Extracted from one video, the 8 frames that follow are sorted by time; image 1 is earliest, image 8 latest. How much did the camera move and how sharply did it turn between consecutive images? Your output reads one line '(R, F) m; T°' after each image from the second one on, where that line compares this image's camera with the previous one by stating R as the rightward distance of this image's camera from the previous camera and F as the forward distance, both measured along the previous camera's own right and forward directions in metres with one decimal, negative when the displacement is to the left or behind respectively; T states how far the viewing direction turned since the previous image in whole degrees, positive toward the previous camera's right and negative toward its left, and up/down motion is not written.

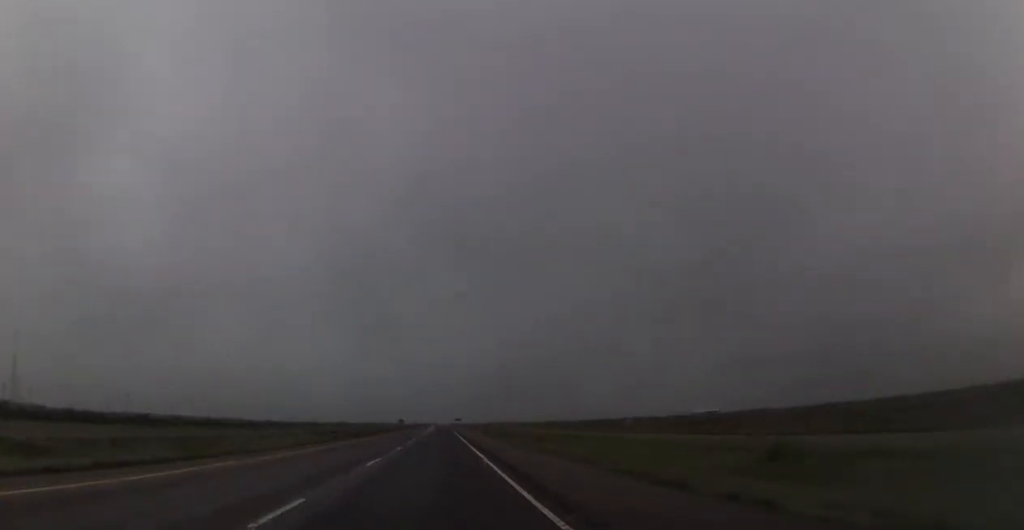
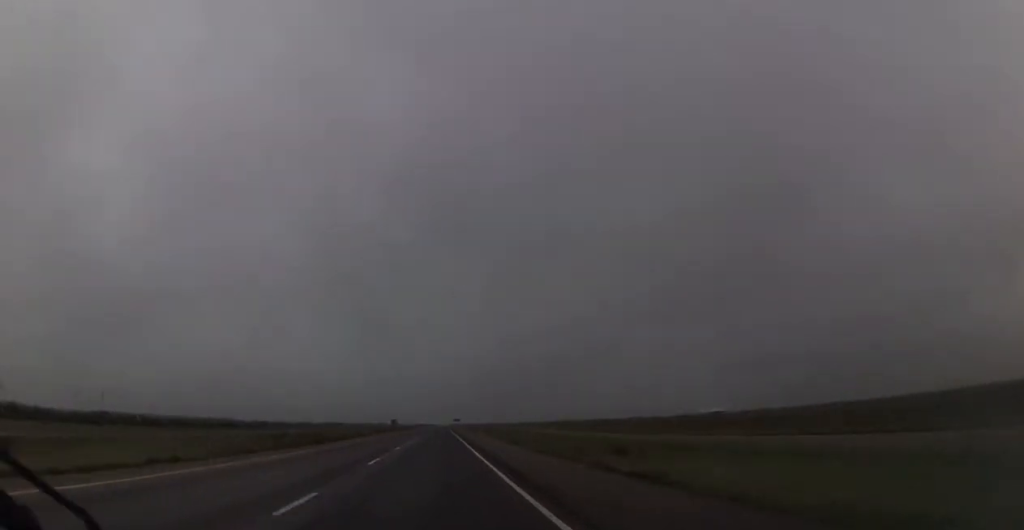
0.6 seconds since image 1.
(0.0, +23.0) m; 0°
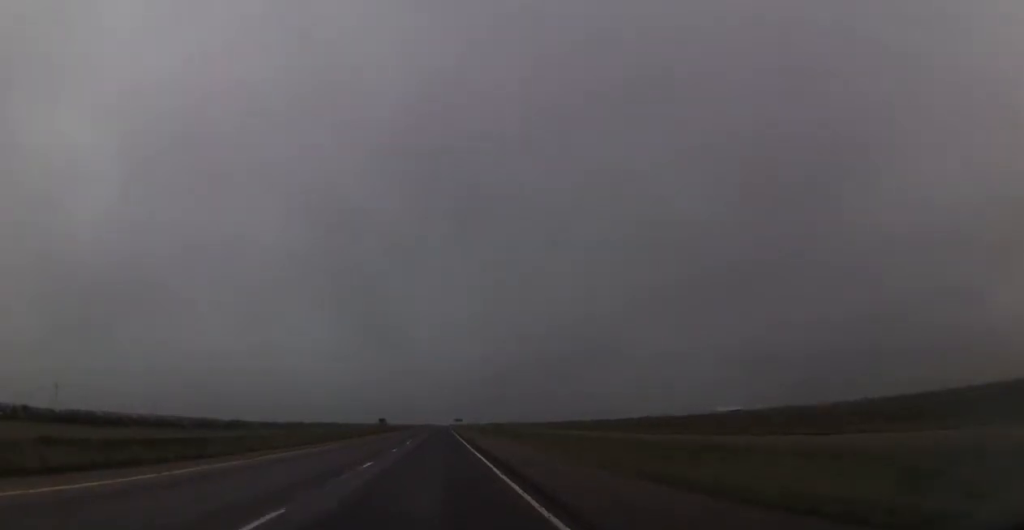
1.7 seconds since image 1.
(-0.2, +38.8) m; 0°
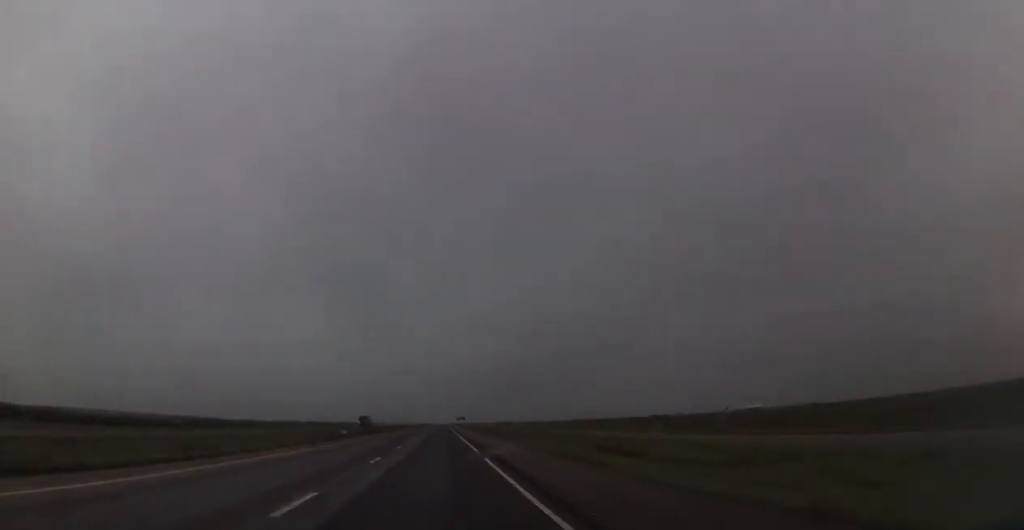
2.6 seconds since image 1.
(0.0, +34.0) m; 0°
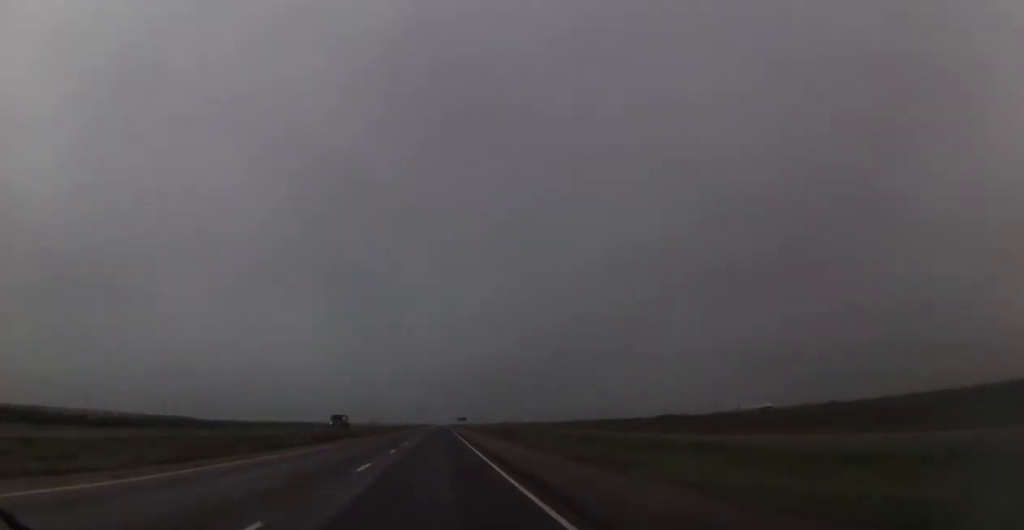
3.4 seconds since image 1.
(+0.1, +27.9) m; 0°
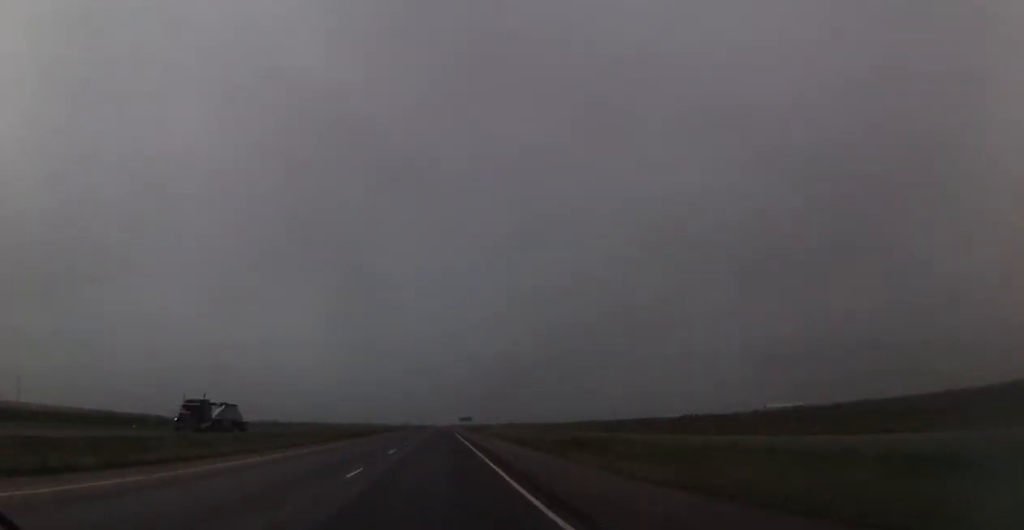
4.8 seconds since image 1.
(-0.5, +49.7) m; -1°
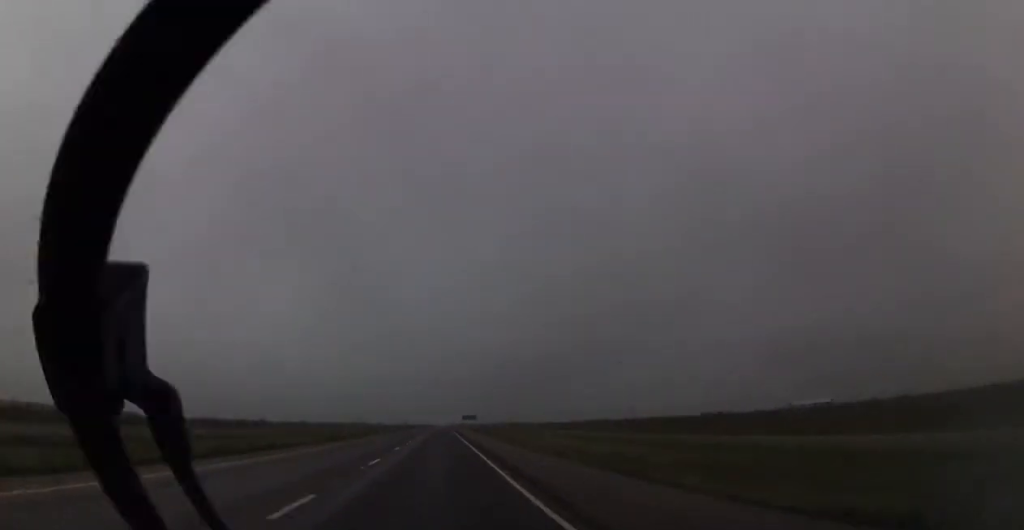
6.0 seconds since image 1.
(+0.2, +43.6) m; +1°
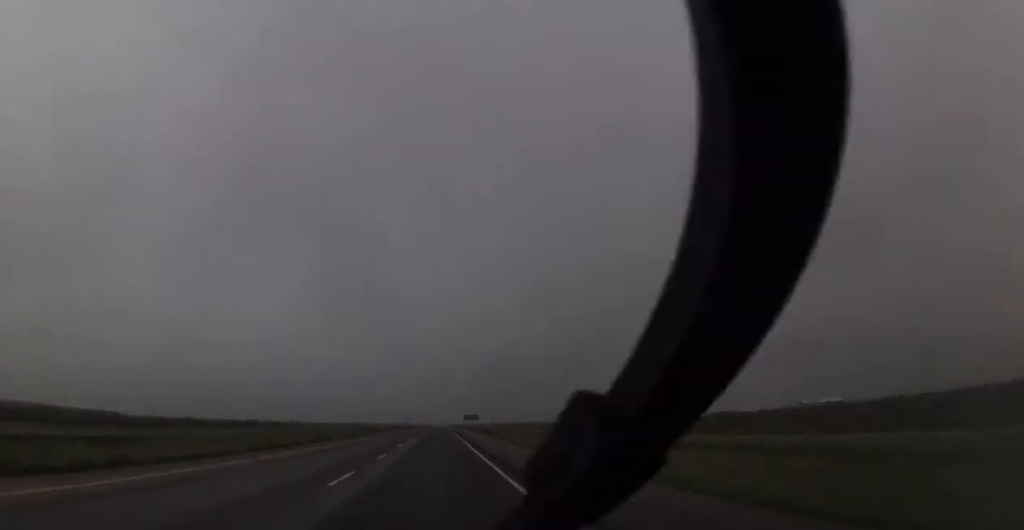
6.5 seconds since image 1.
(+0.1, +19.4) m; 0°
